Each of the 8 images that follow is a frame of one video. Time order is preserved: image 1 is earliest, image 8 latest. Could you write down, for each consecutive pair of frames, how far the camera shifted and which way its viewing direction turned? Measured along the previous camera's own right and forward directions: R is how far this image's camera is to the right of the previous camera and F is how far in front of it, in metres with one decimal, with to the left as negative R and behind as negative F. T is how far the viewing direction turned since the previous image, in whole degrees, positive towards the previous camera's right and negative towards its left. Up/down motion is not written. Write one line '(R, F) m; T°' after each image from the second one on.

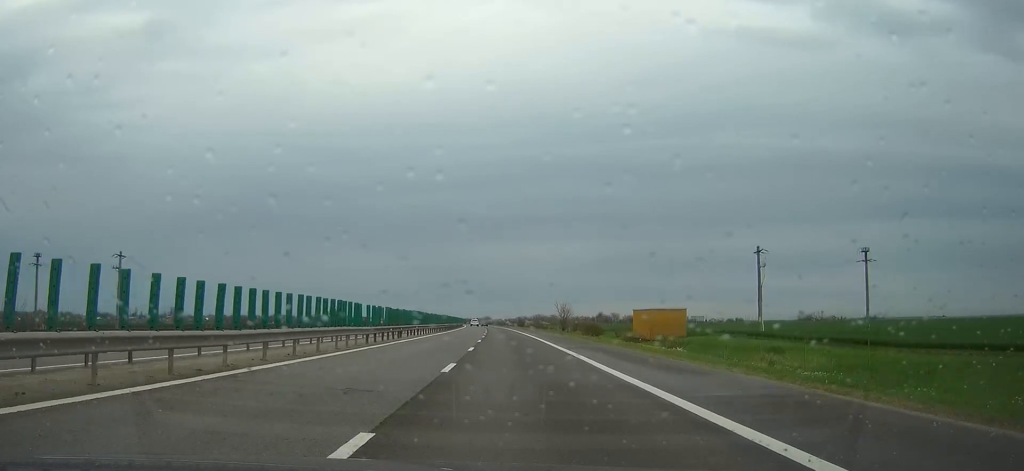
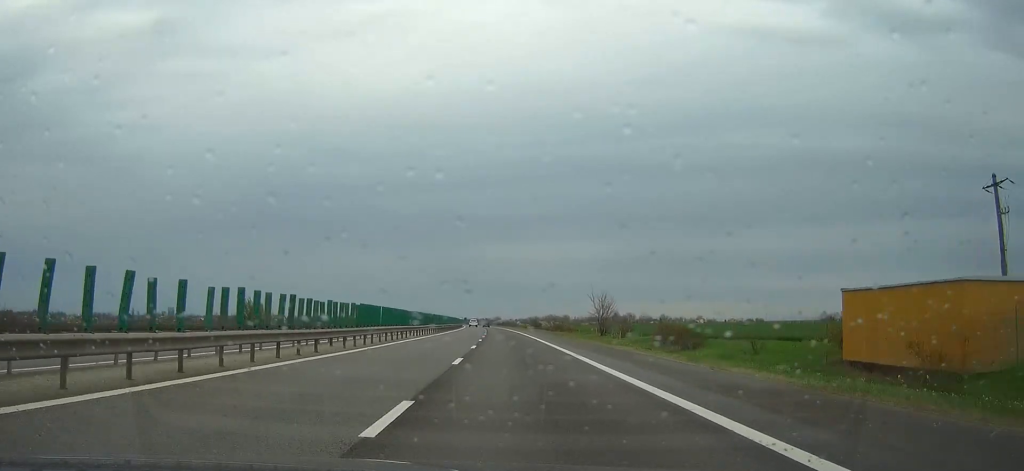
(-0.4, +45.1) m; -1°
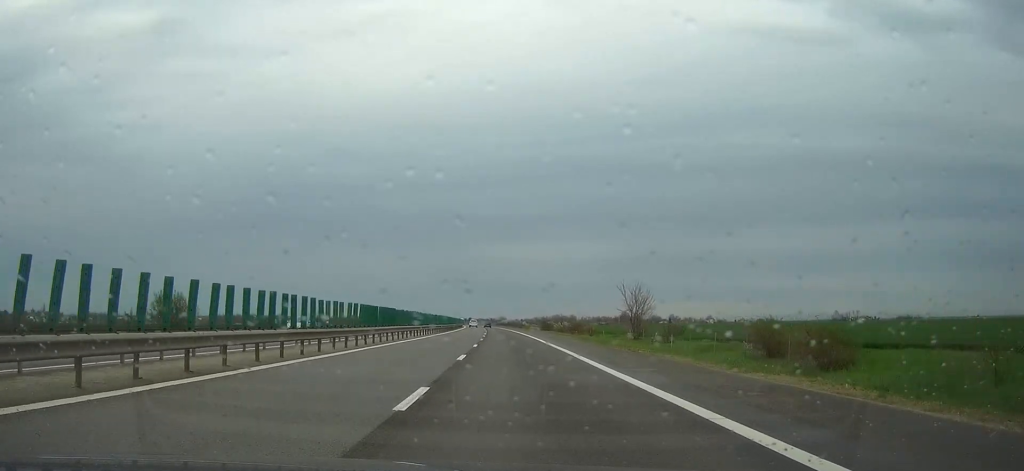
(-0.1, +21.9) m; 0°
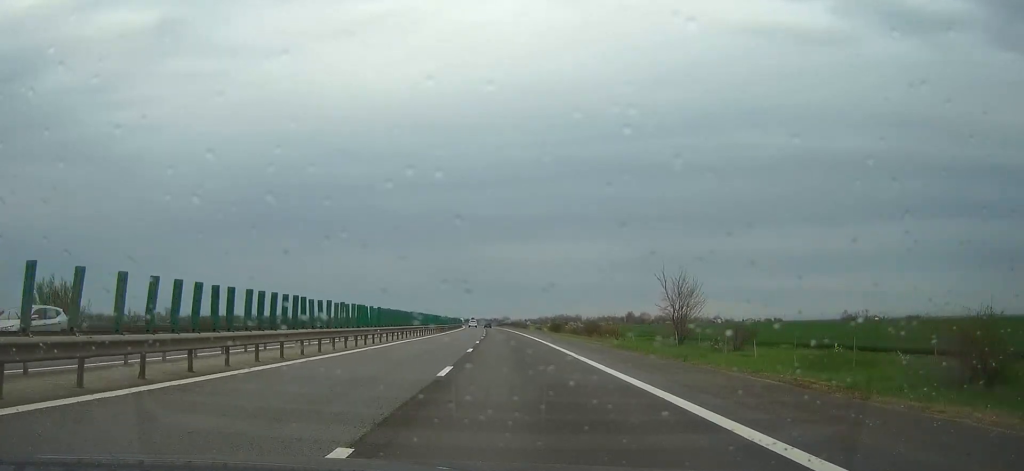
(0.0, +18.0) m; 0°
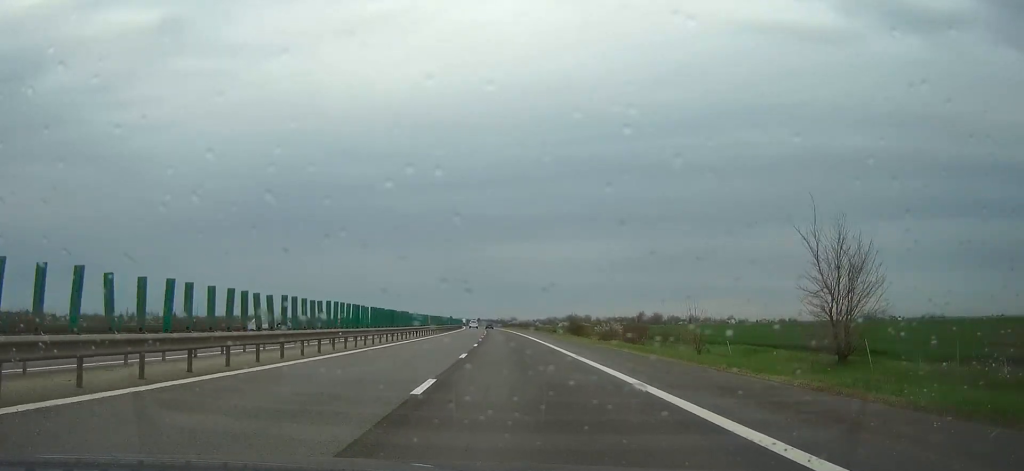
(-0.1, +28.1) m; -1°
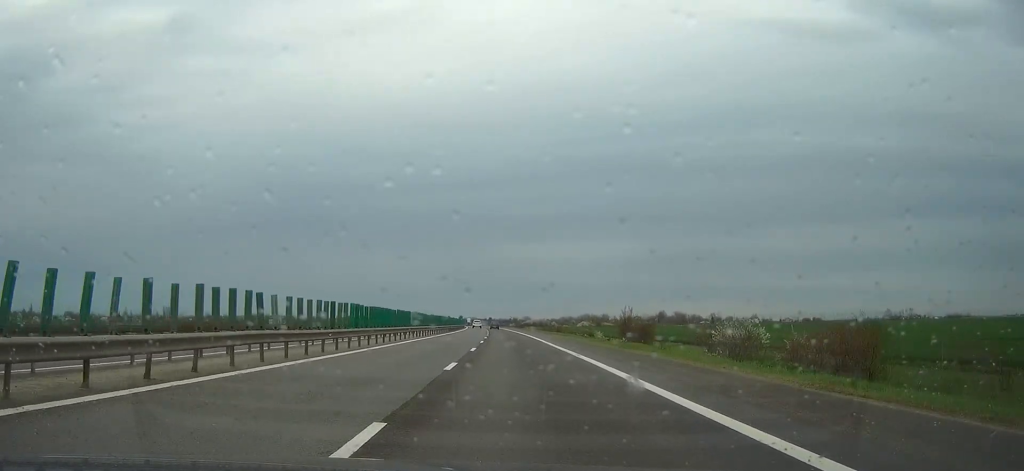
(-0.3, +41.2) m; -1°
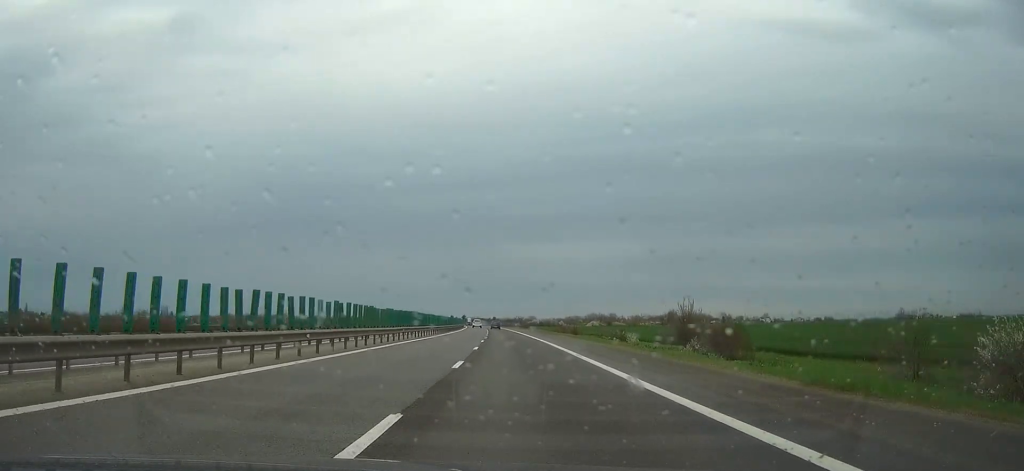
(-0.1, +21.2) m; 0°
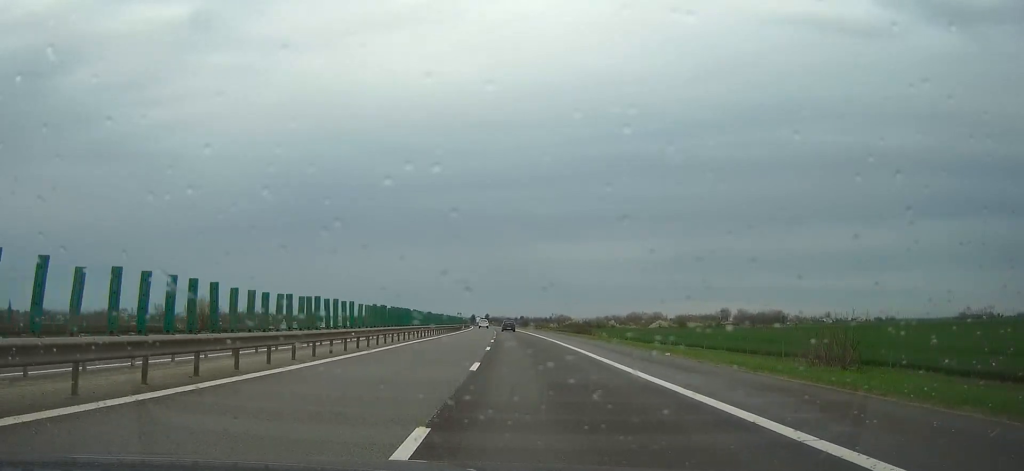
(-1.1, +77.4) m; -2°
